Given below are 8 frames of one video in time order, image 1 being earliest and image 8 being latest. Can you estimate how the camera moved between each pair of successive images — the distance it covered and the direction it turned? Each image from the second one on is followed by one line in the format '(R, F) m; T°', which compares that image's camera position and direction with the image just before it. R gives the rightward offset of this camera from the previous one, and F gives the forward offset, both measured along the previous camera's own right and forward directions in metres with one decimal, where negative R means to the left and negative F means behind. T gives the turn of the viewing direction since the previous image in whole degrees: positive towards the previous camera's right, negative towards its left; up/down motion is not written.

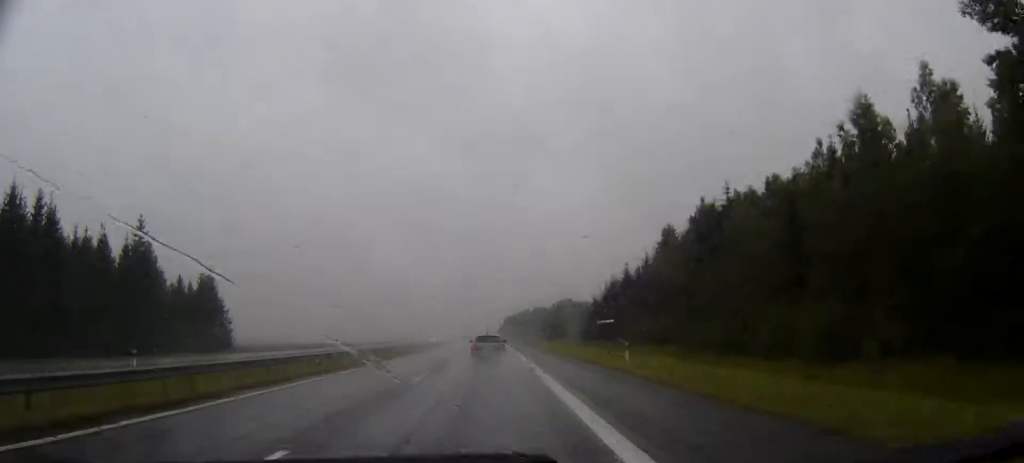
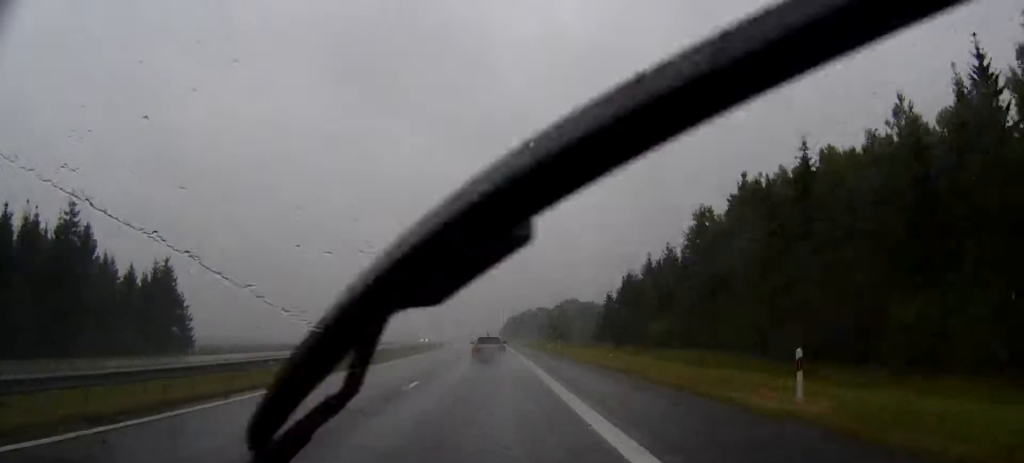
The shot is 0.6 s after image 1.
(0.0, +17.8) m; 0°
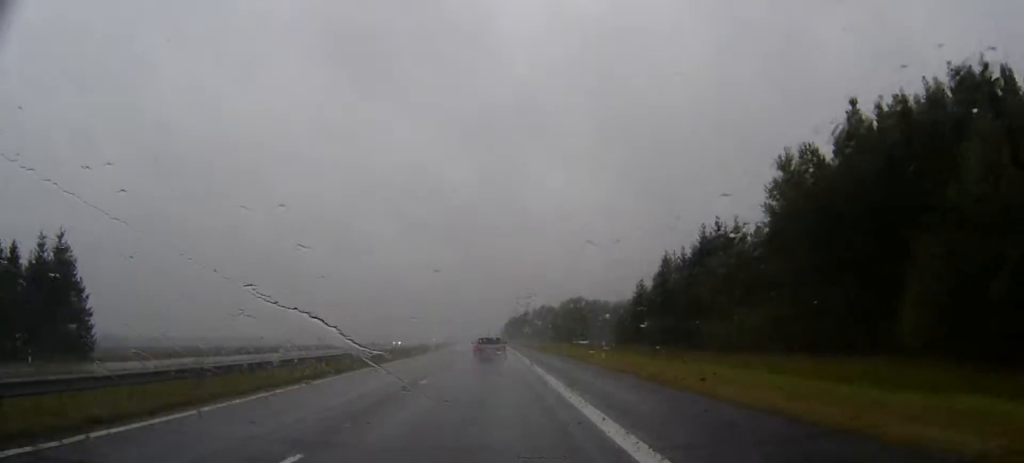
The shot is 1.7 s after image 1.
(-0.1, +30.0) m; 0°
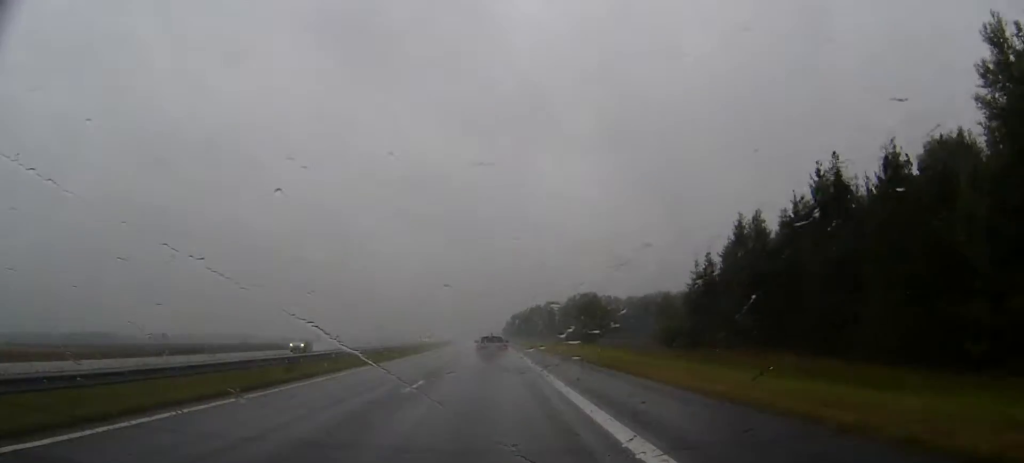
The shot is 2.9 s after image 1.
(0.0, +34.7) m; 0°
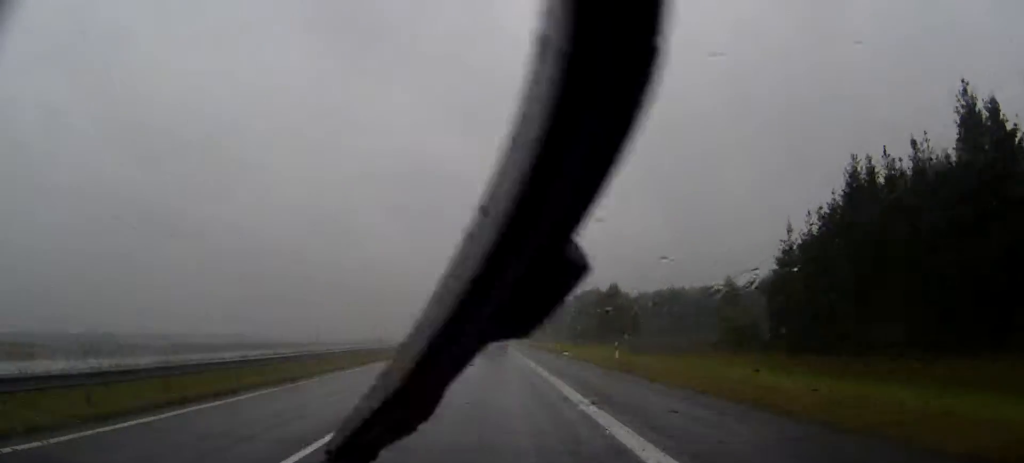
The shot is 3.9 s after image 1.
(0.0, +27.2) m; 0°
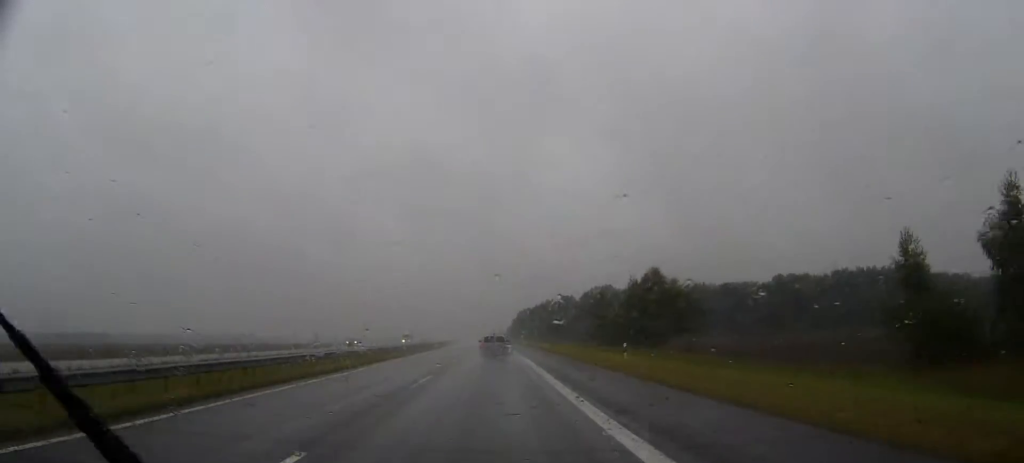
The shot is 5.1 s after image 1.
(-0.1, +33.7) m; 0°
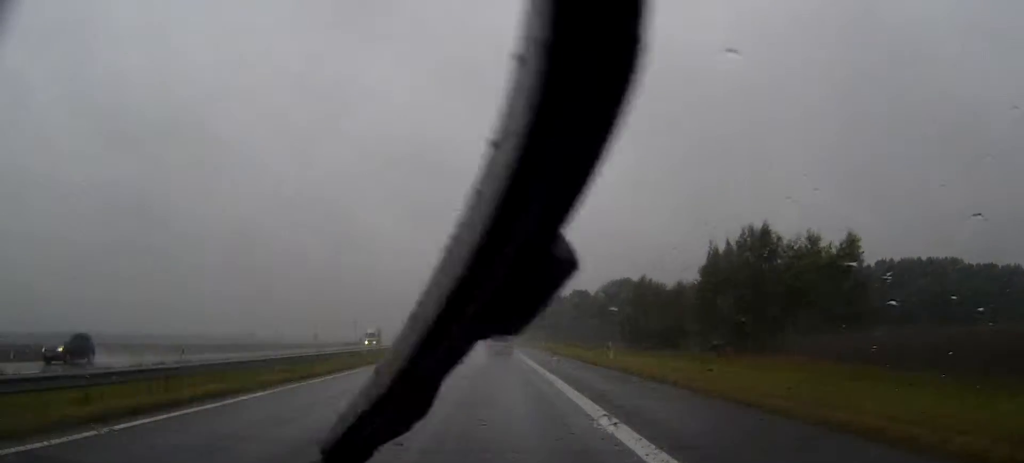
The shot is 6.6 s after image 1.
(-0.1, +42.1) m; 0°
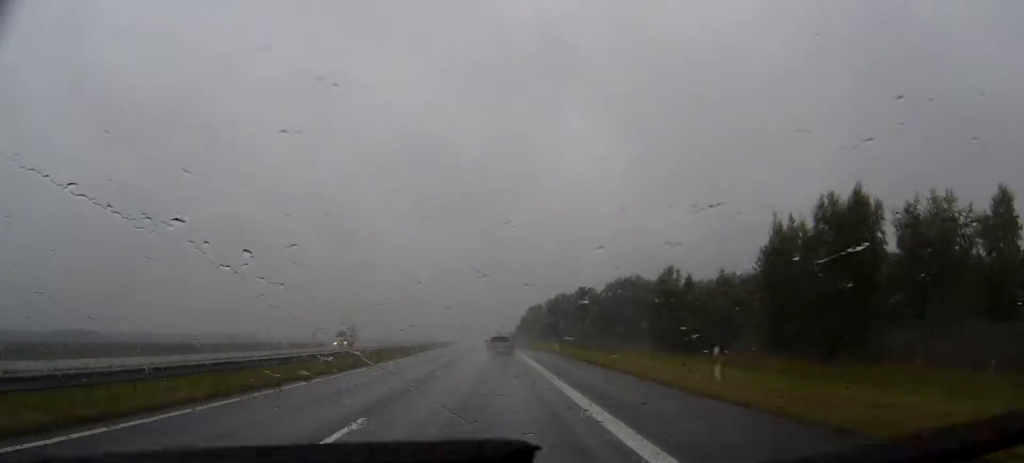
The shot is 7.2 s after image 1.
(0.0, +17.8) m; 0°
